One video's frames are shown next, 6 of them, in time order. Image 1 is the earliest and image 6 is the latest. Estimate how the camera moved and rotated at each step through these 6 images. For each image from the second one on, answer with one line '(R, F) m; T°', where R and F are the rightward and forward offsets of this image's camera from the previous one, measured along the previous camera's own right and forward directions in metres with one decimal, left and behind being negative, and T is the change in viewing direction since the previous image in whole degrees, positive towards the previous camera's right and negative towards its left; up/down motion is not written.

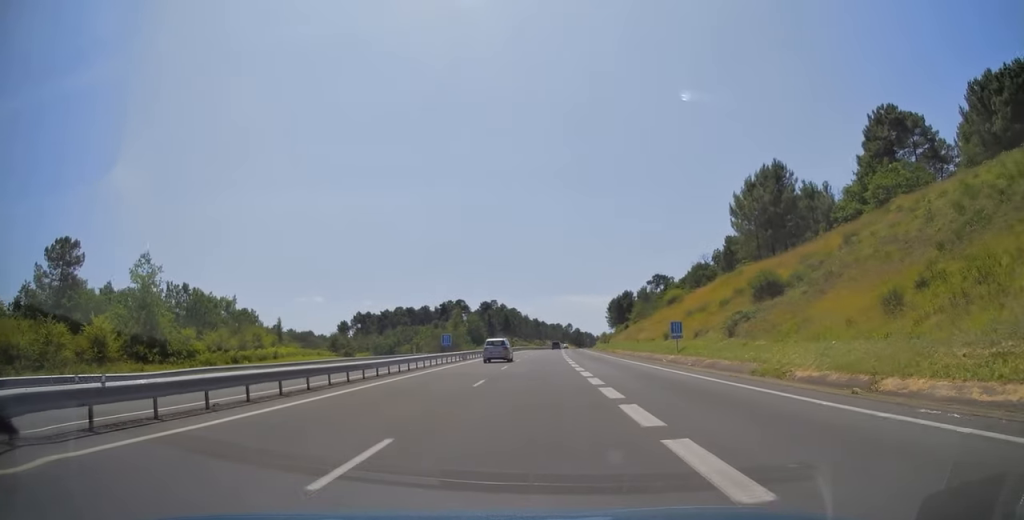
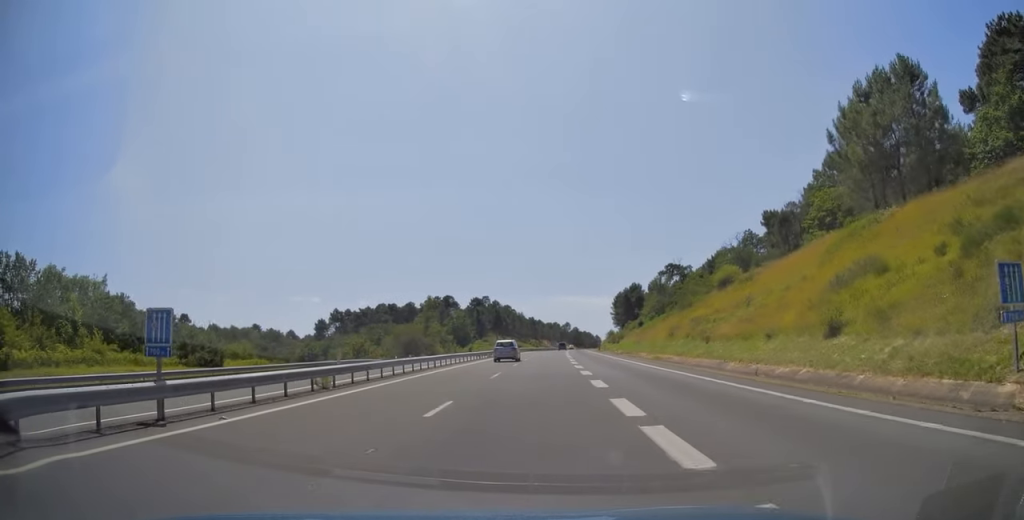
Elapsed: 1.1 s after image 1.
(+0.2, +33.8) m; +1°
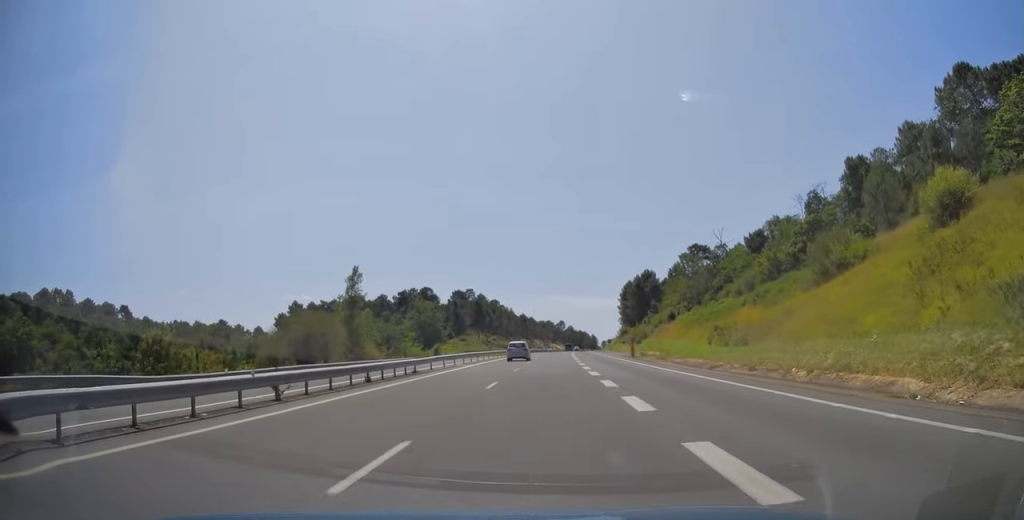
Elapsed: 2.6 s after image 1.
(+0.2, +45.4) m; +1°
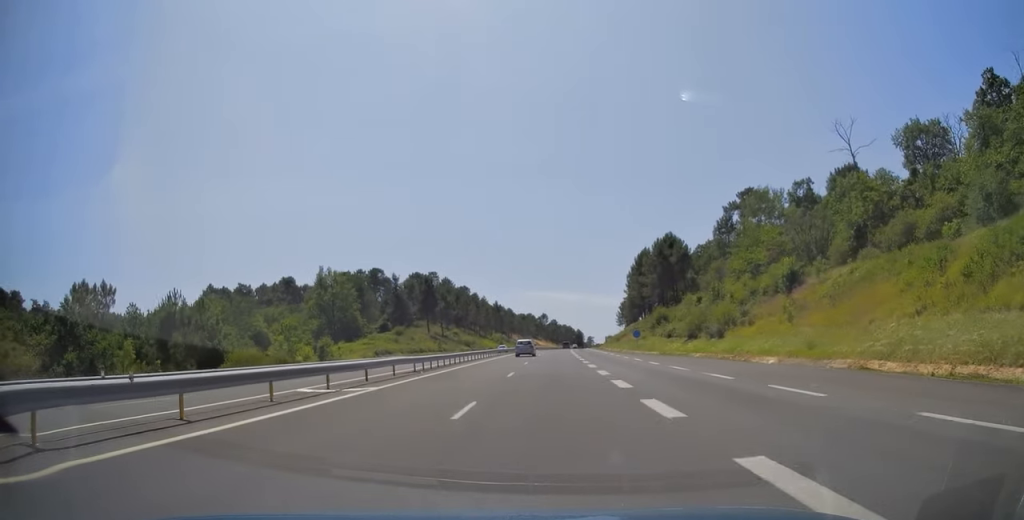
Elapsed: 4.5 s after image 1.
(+0.9, +60.6) m; +2°
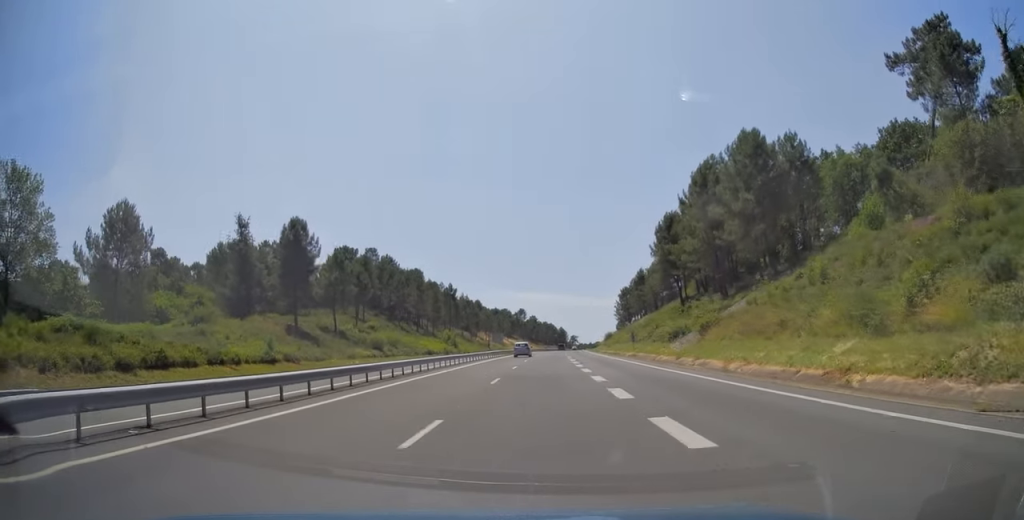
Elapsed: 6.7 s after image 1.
(+1.1, +68.5) m; +2°
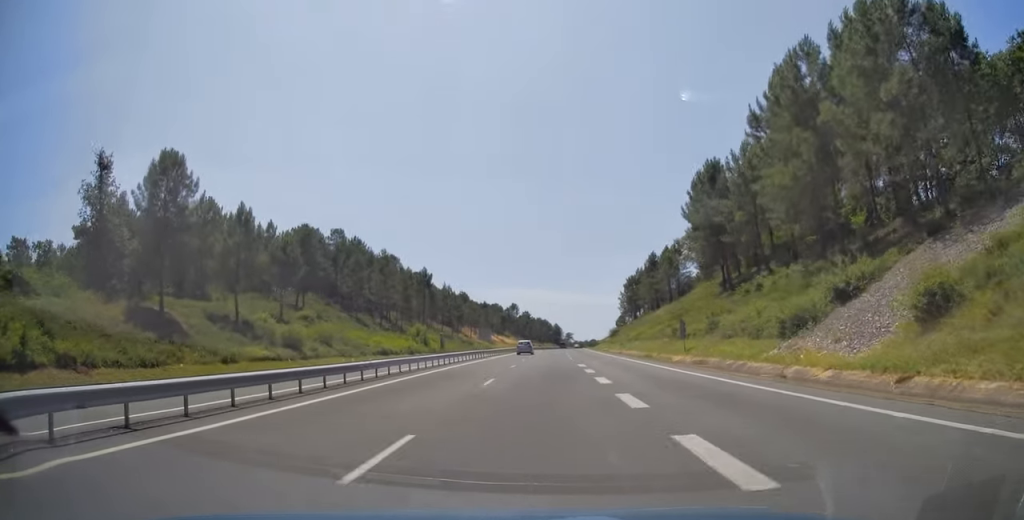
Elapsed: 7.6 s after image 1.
(+0.3, +28.6) m; 0°
